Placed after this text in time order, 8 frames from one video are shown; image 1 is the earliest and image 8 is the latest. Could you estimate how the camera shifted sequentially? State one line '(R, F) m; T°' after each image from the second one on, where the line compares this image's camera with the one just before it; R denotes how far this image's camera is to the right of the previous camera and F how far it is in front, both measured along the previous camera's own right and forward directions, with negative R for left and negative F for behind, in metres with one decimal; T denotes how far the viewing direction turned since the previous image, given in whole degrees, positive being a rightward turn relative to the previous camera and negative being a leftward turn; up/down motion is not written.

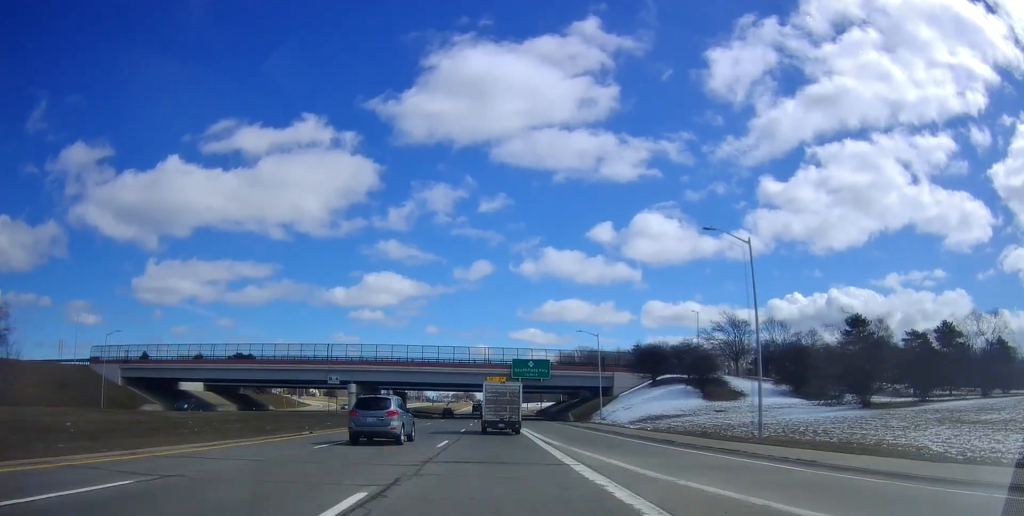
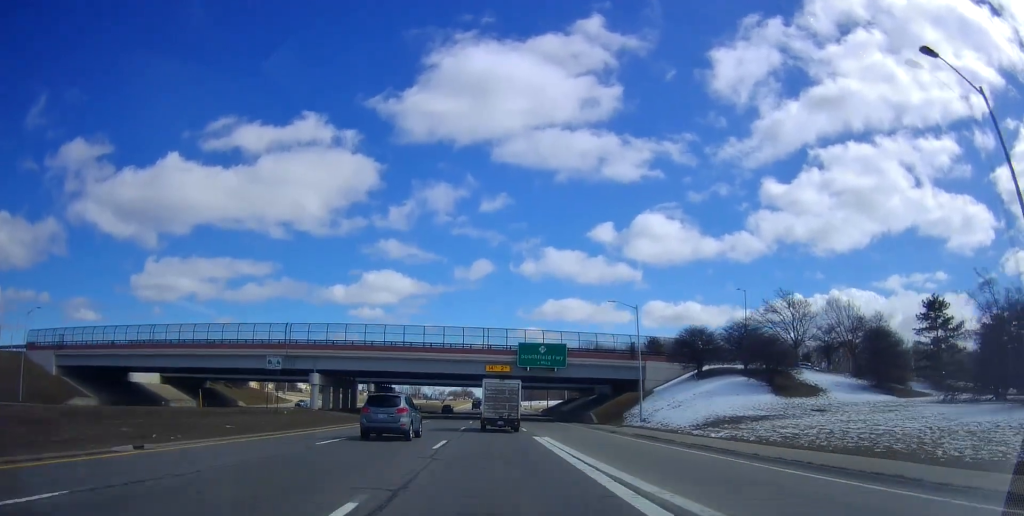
(-0.1, +17.4) m; 0°
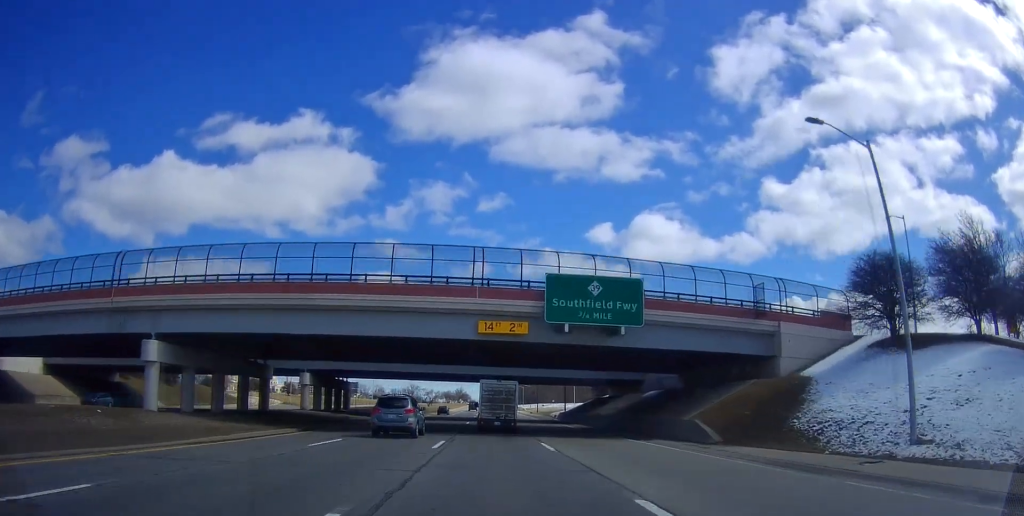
(+0.1, +32.5) m; +1°
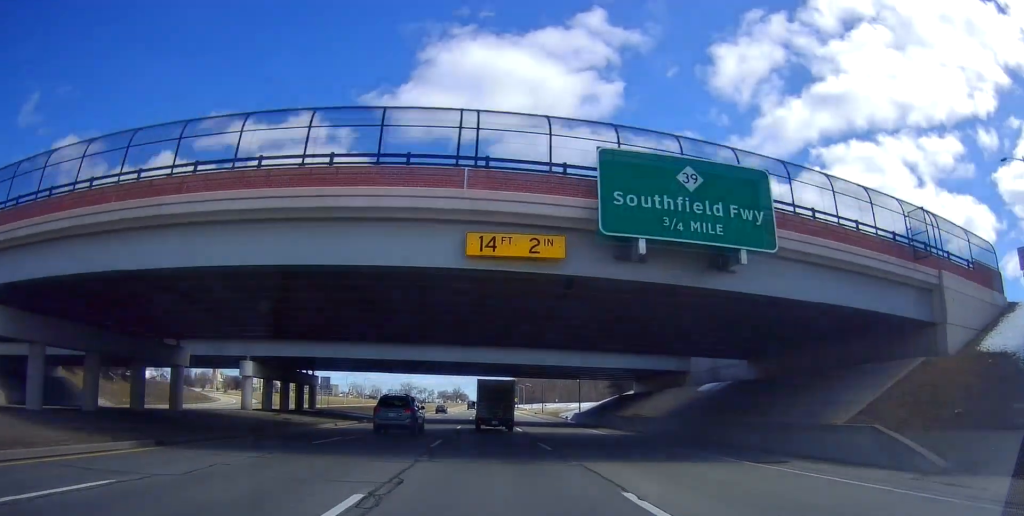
(+0.1, +14.8) m; 0°
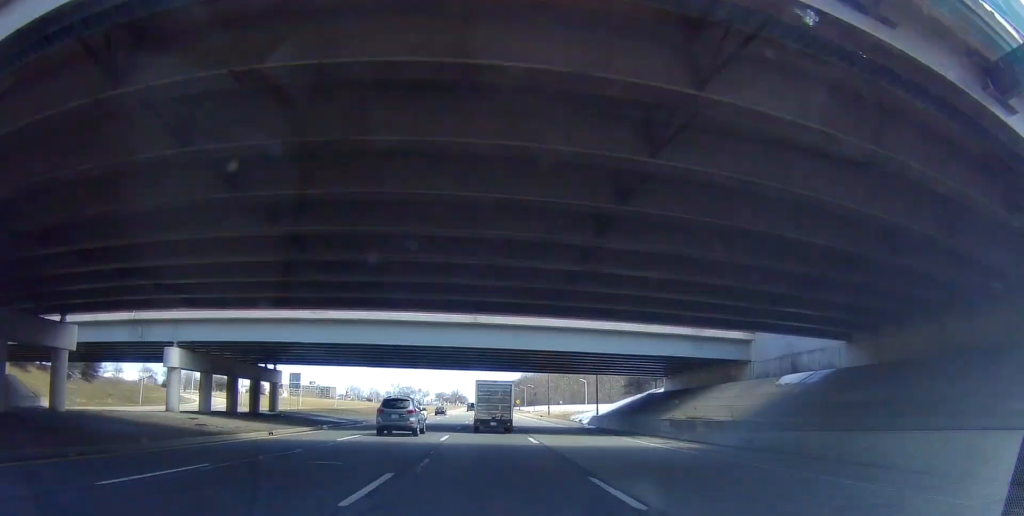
(0.0, +11.6) m; 0°
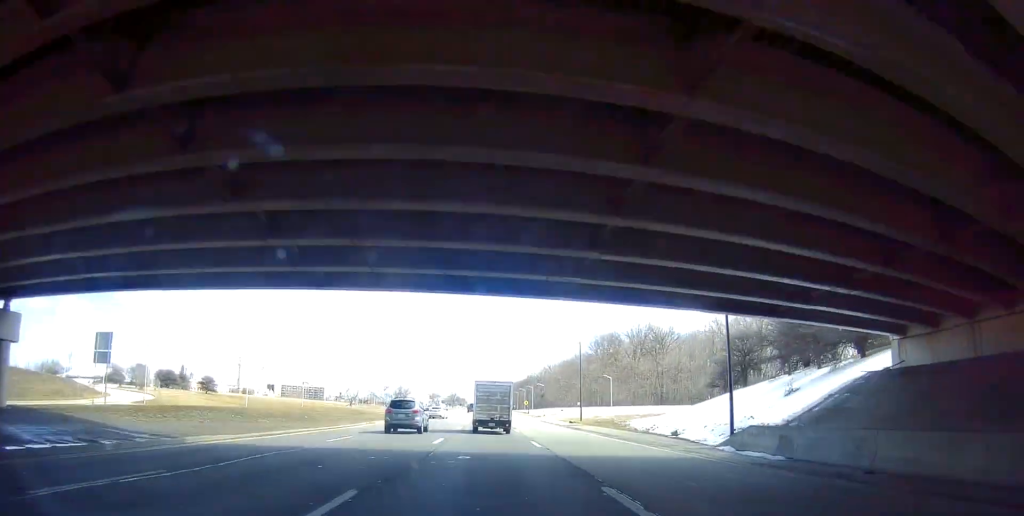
(0.0, +33.6) m; -2°
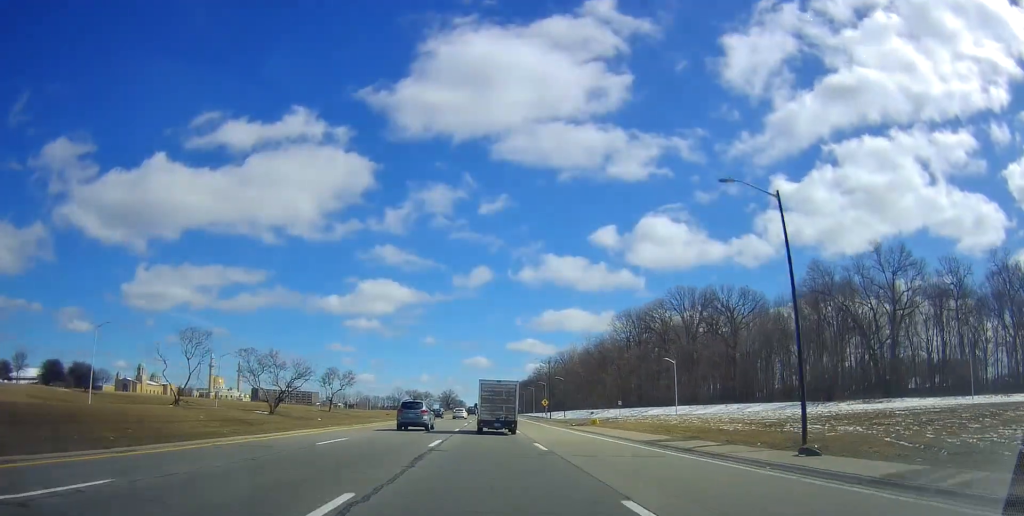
(-0.6, +48.1) m; +1°
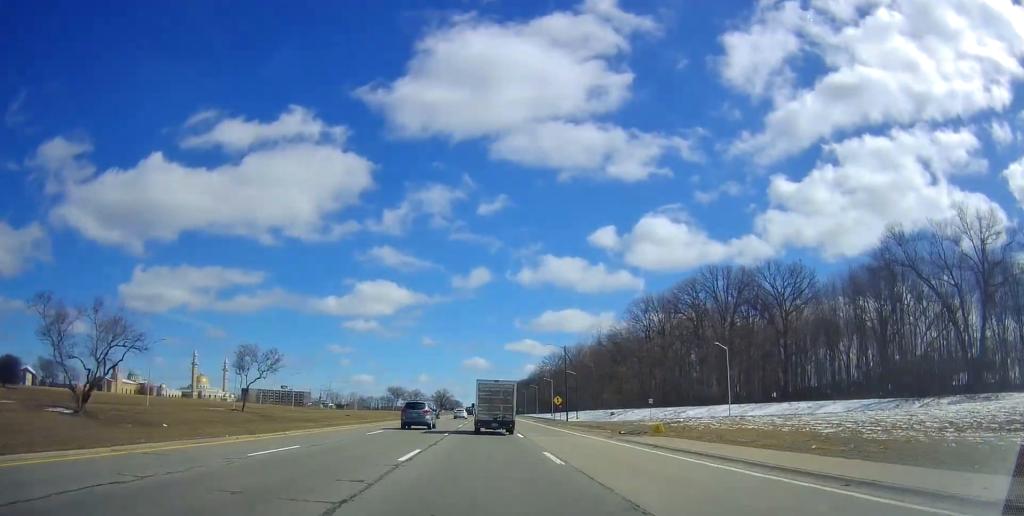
(+0.1, +21.3) m; +1°
